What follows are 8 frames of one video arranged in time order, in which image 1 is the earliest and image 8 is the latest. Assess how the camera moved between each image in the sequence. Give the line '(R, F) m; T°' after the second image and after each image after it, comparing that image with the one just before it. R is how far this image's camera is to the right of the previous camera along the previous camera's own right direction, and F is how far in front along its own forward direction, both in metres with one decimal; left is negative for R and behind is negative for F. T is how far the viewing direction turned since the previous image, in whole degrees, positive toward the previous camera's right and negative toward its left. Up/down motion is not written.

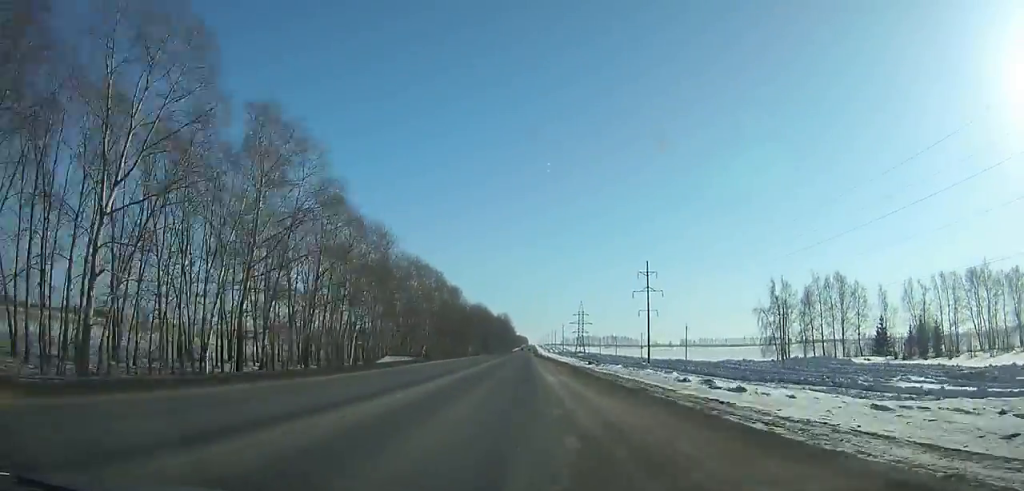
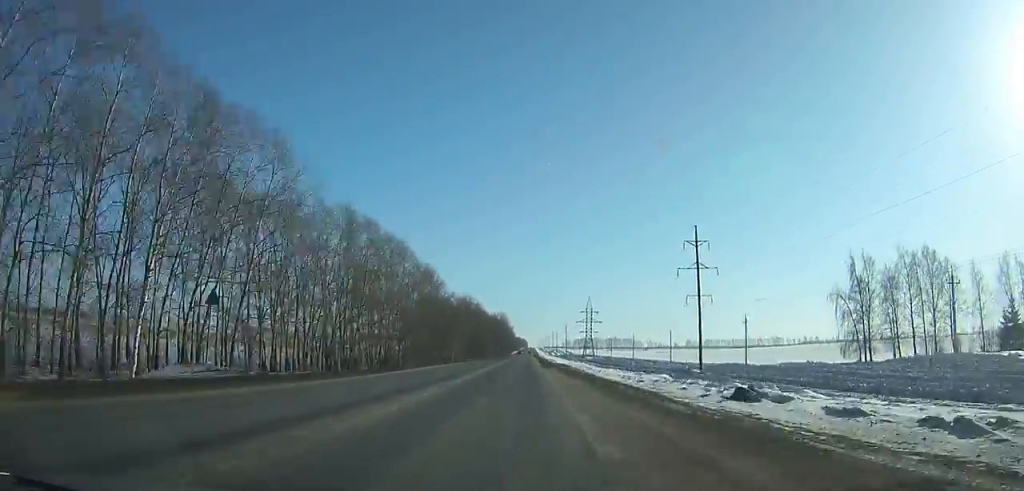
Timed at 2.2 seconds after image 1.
(0.0, +39.0) m; 0°
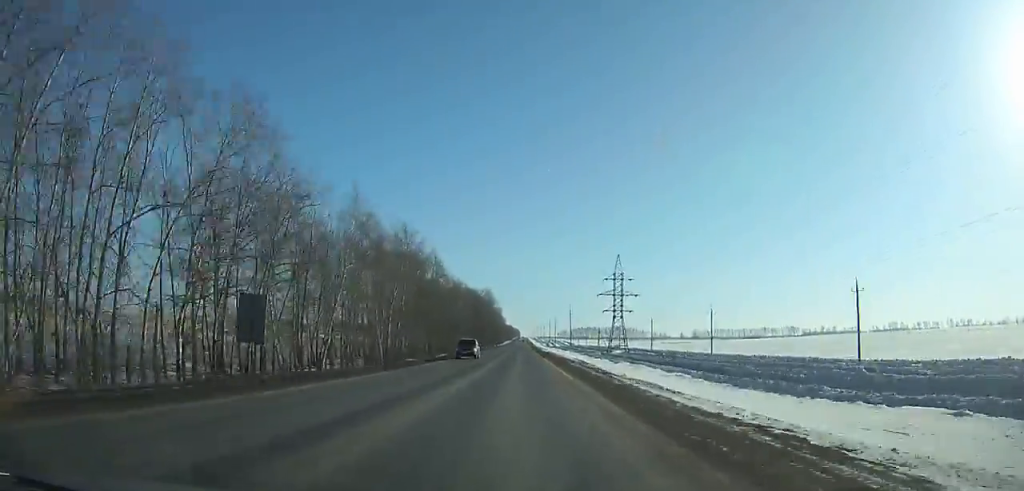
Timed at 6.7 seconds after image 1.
(+0.7, +90.0) m; +1°
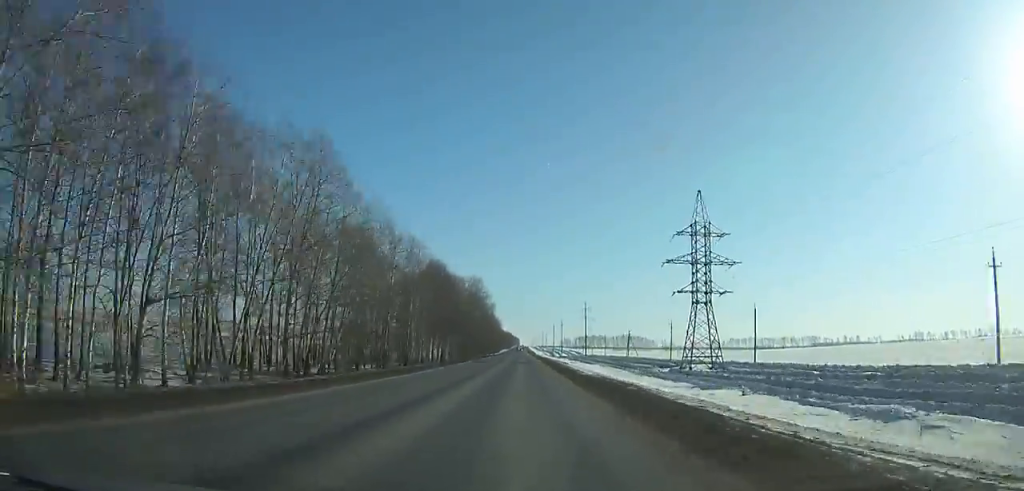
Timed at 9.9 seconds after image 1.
(+0.4, +72.2) m; 0°
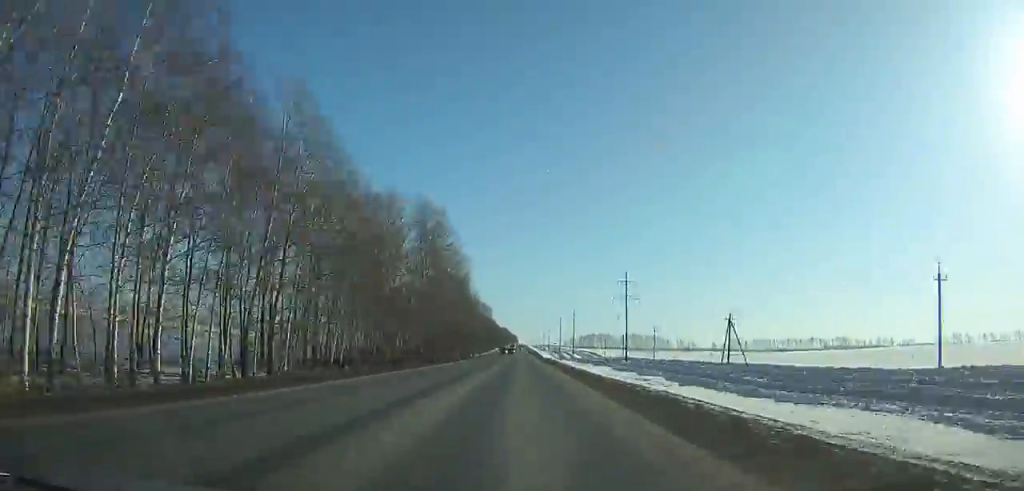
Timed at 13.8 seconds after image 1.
(-0.2, +93.8) m; 0°
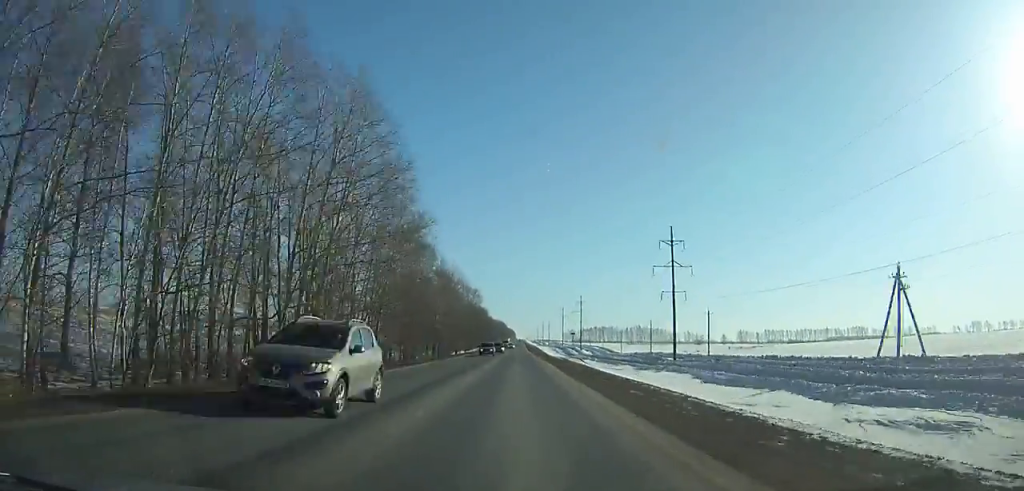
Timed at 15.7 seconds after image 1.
(0.0, +47.0) m; 0°
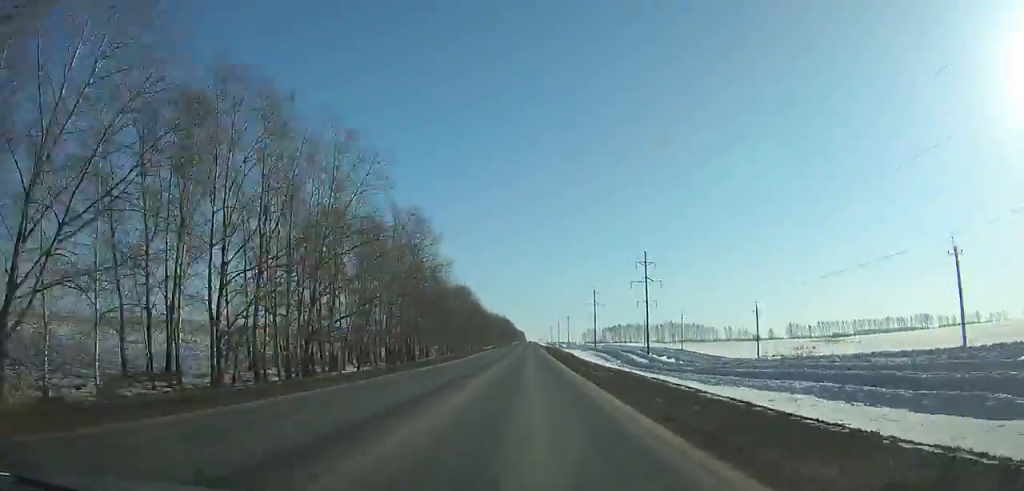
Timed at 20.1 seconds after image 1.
(0.0, +114.0) m; 0°
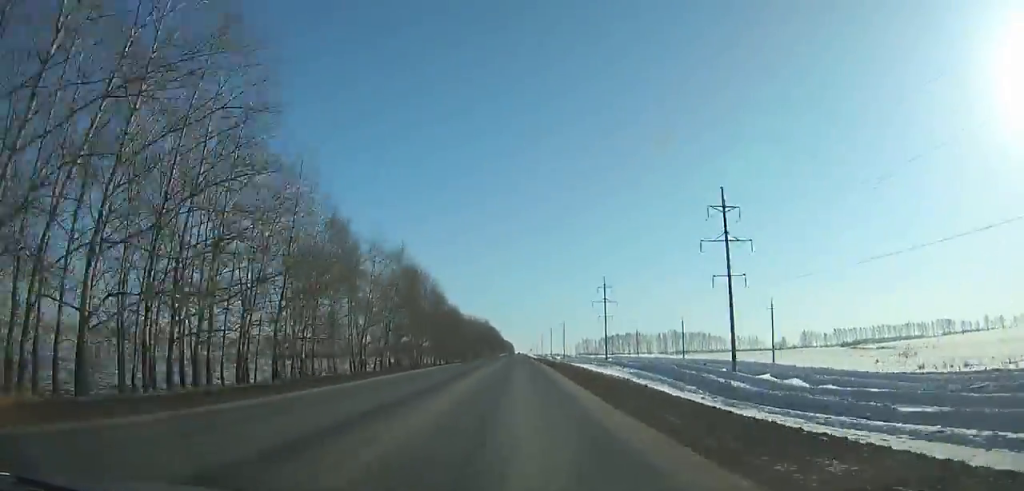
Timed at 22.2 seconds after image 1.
(+0.1, +55.9) m; 0°
